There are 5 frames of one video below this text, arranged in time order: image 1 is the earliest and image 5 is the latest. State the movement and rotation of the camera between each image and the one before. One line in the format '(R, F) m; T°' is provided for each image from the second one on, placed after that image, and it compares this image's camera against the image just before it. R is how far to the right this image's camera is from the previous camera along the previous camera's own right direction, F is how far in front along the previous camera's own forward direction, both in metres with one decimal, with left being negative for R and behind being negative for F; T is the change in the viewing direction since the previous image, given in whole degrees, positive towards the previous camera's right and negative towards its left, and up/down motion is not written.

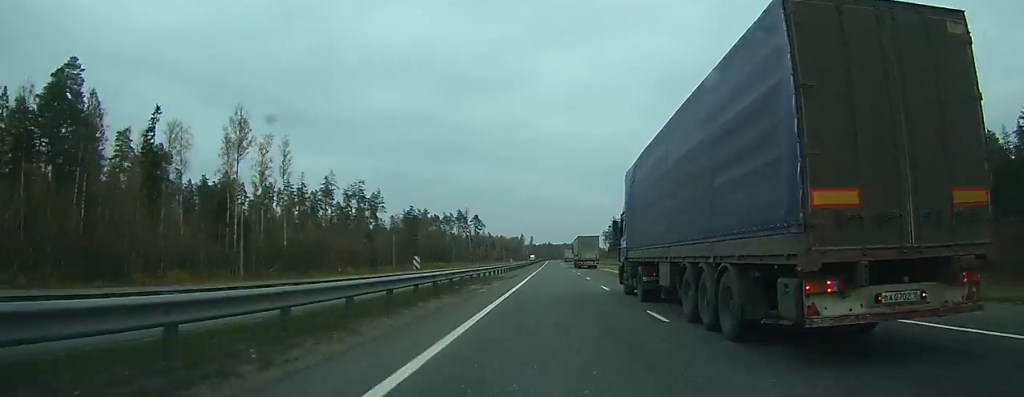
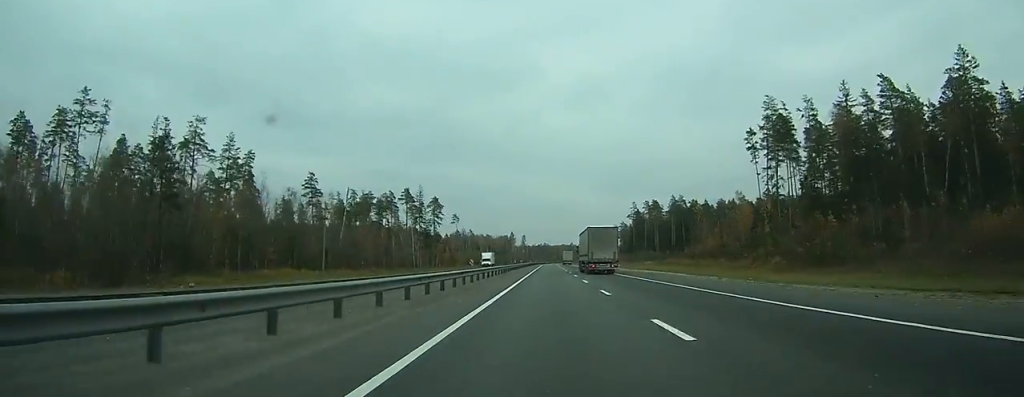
(+0.7, +113.0) m; +1°
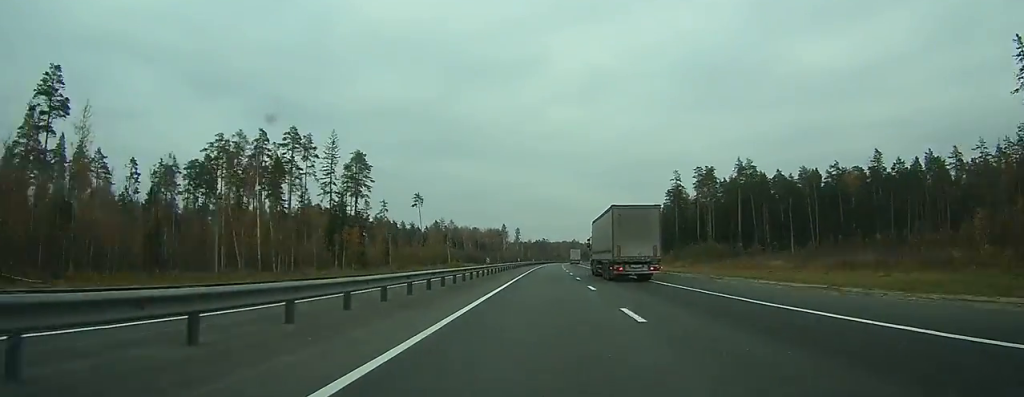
(+0.4, +93.2) m; 0°
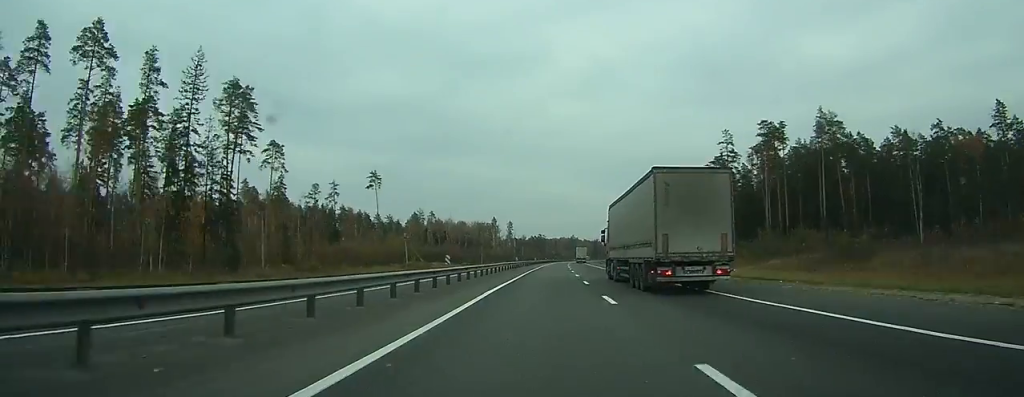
(0.0, +53.2) m; 0°
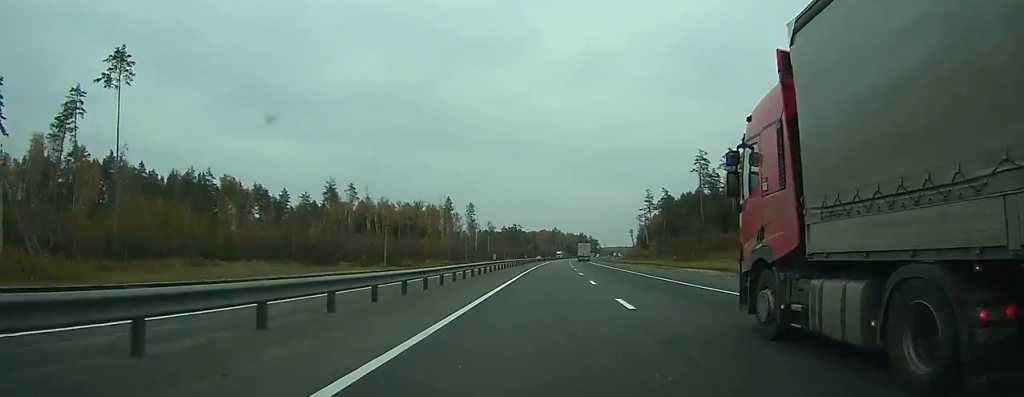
(+1.4, +105.3) m; +2°
